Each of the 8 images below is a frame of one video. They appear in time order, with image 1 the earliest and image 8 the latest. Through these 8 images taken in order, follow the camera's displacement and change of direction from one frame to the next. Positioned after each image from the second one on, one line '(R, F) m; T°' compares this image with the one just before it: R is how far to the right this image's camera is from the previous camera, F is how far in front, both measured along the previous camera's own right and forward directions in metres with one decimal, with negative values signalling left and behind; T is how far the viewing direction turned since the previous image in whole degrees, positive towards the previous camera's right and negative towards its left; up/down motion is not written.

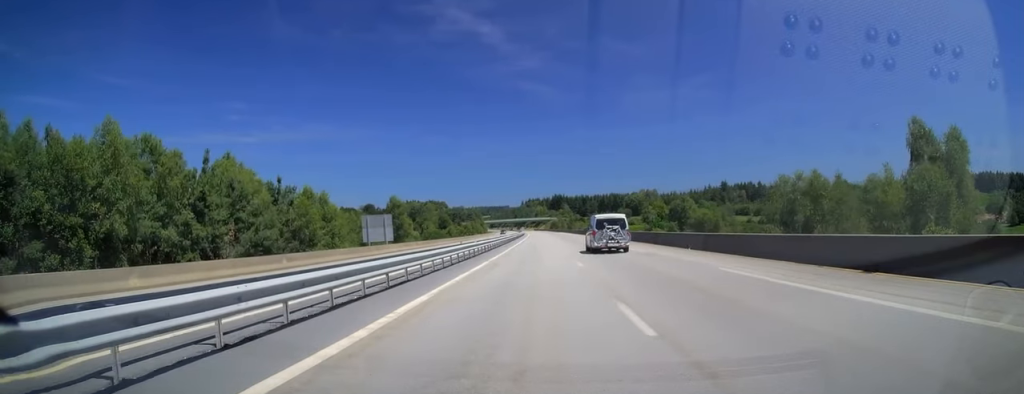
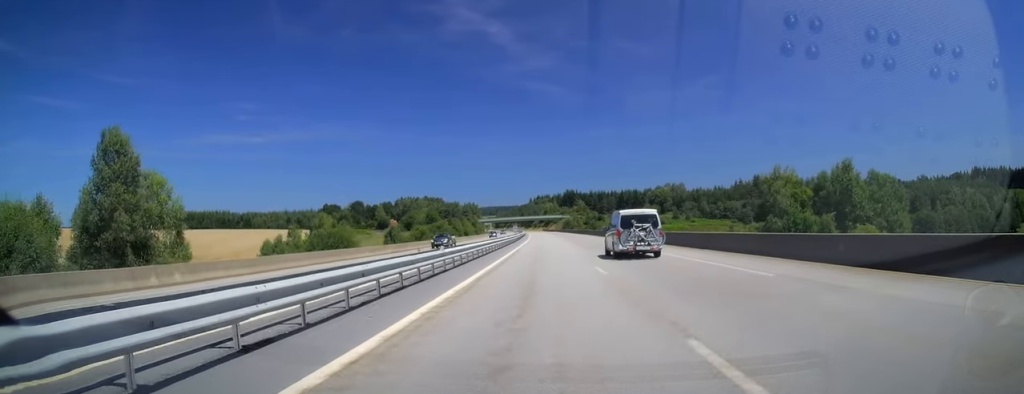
(-0.7, +68.2) m; -1°
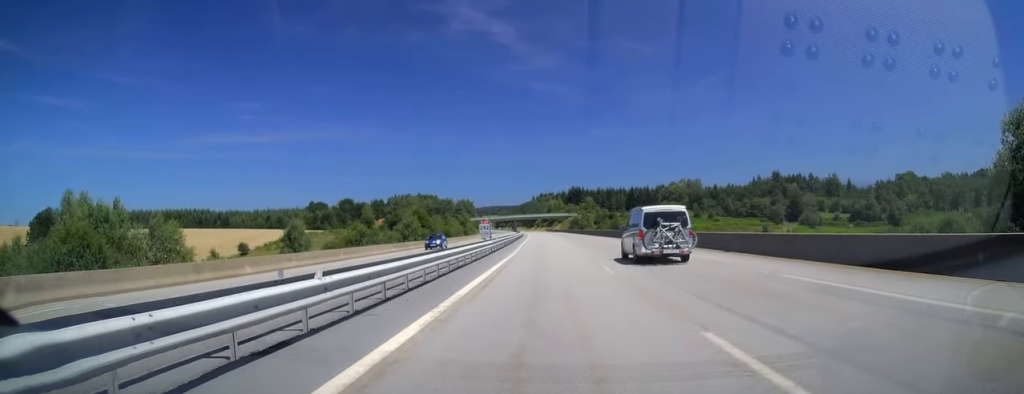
(+0.3, +38.6) m; 0°
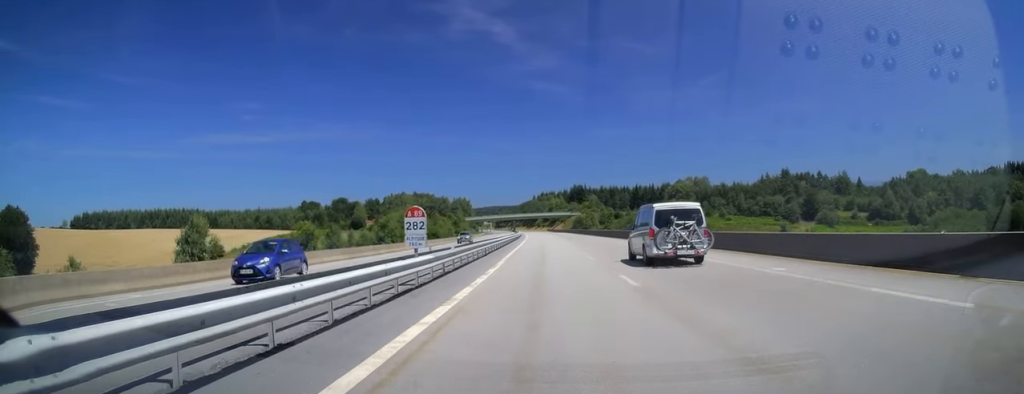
(-0.3, +17.1) m; 0°
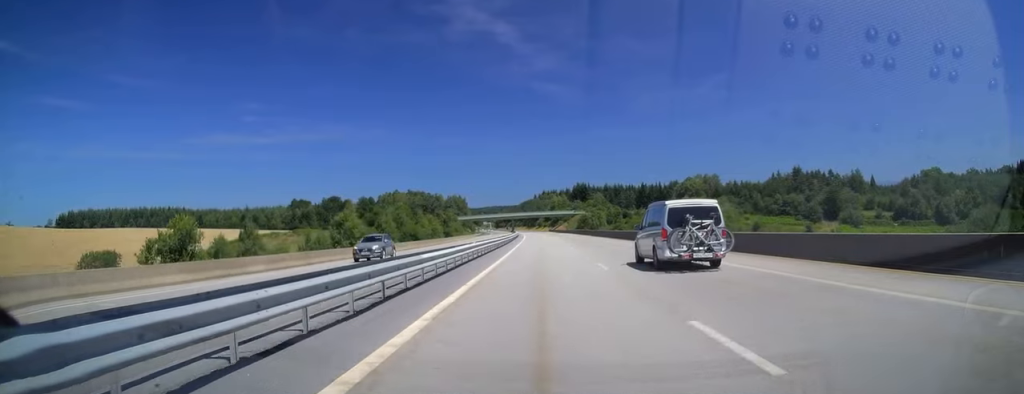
(+0.1, +20.9) m; 0°
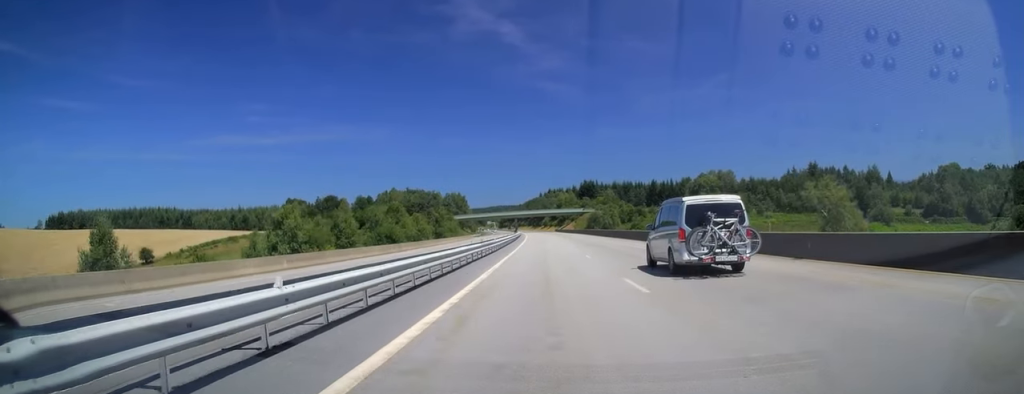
(+0.4, +19.3) m; 0°
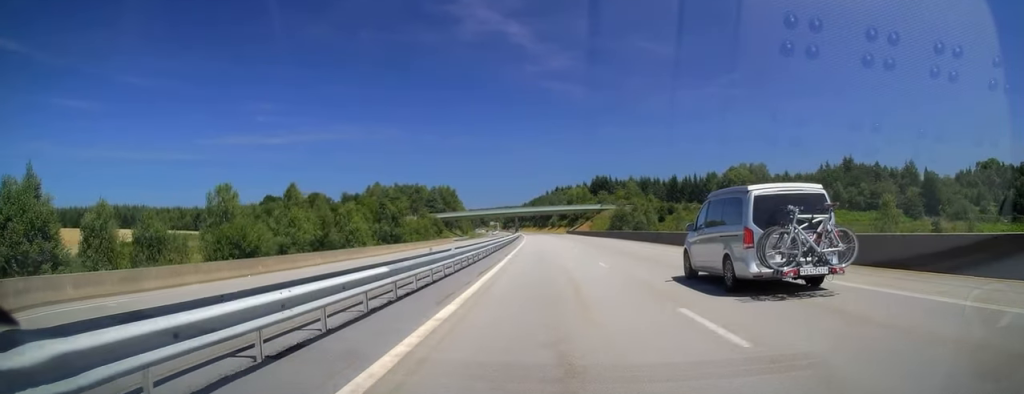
(-0.9, +44.5) m; -1°
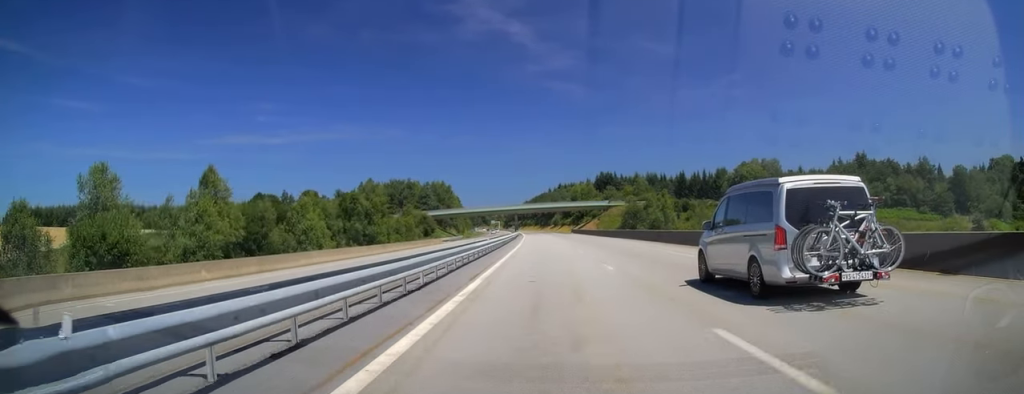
(+0.2, +14.9) m; 0°
